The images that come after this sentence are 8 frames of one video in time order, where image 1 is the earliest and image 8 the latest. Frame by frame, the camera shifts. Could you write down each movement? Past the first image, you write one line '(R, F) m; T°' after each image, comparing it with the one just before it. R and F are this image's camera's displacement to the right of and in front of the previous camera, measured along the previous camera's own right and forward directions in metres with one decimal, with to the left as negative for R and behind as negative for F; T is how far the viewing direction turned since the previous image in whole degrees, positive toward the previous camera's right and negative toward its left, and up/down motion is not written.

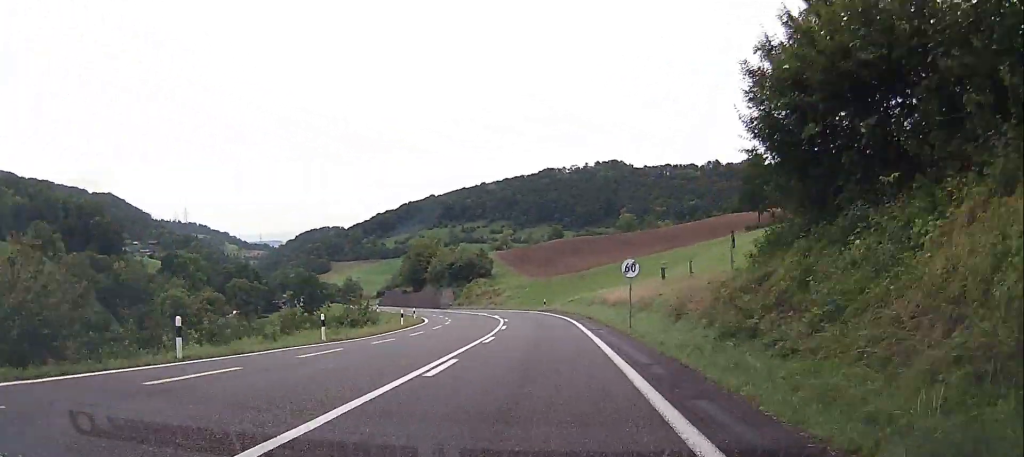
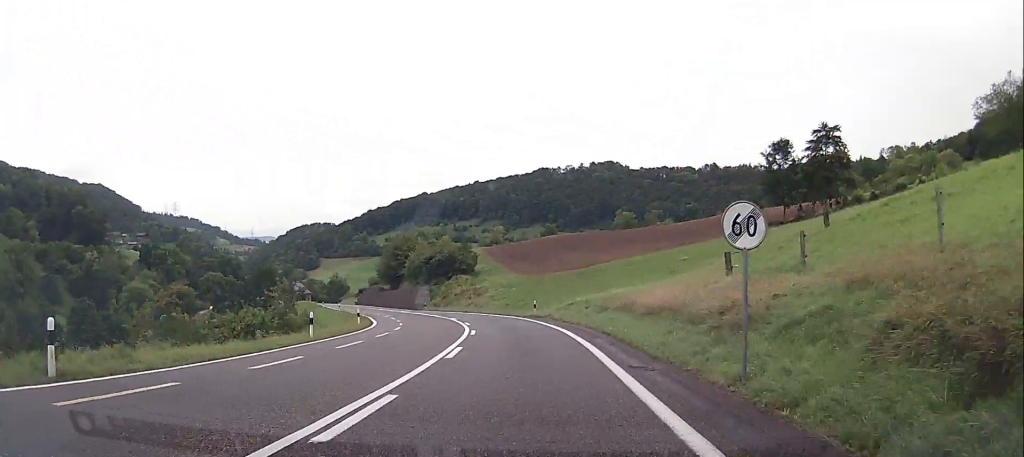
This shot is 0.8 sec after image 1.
(+0.2, +12.7) m; +5°
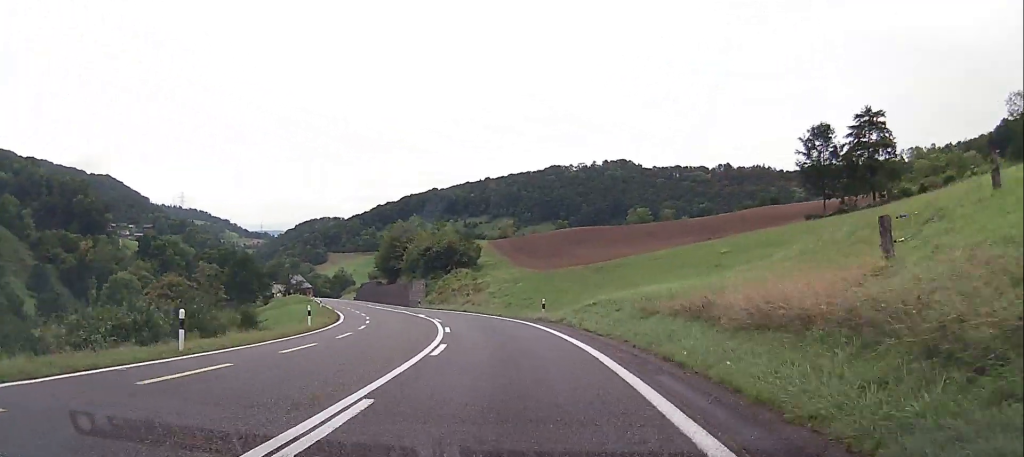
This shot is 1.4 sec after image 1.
(+0.6, +8.6) m; +5°
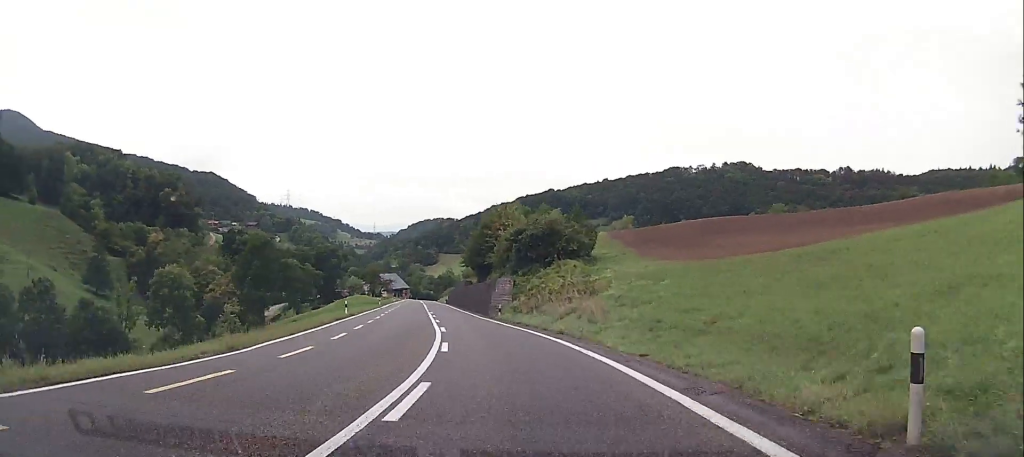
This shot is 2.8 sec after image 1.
(+2.3, +22.2) m; +11°
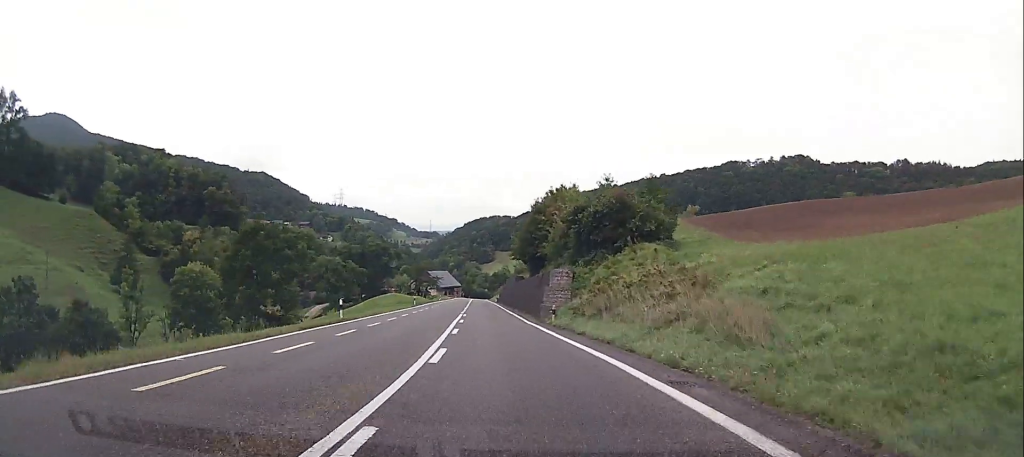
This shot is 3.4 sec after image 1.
(+0.6, +12.3) m; 0°
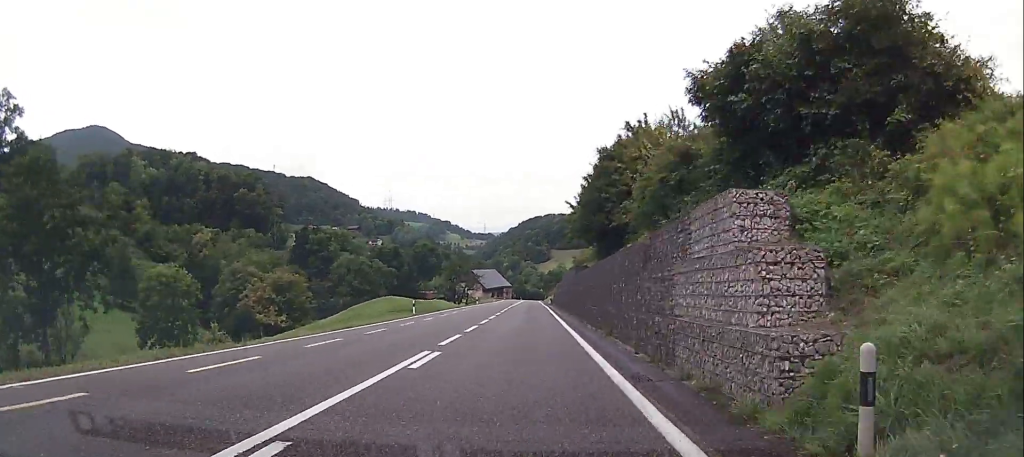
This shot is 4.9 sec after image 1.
(-1.2, +27.3) m; -7°
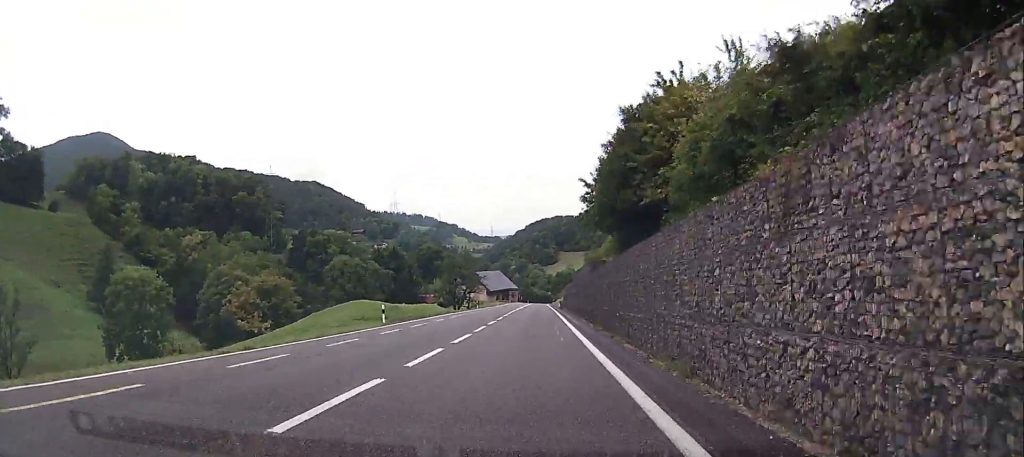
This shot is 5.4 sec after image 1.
(-0.3, +10.2) m; -2°
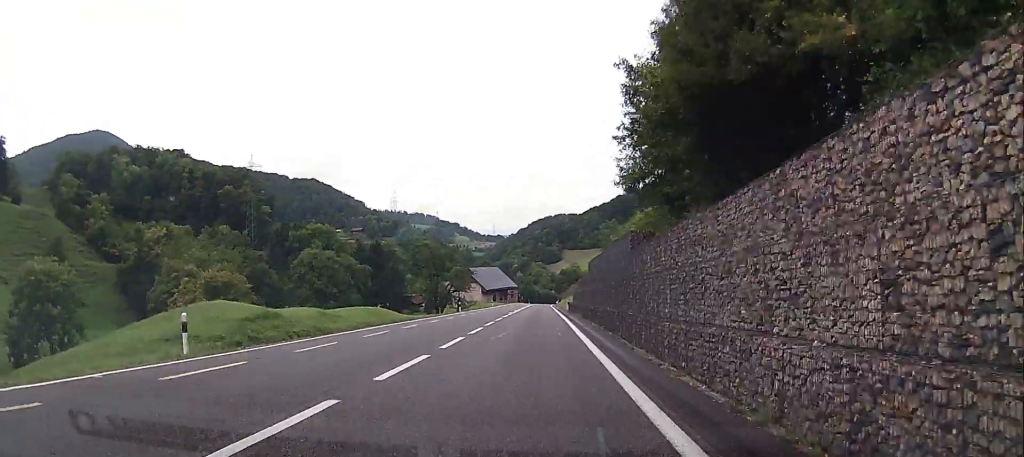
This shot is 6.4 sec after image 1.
(-0.5, +19.2) m; -4°
